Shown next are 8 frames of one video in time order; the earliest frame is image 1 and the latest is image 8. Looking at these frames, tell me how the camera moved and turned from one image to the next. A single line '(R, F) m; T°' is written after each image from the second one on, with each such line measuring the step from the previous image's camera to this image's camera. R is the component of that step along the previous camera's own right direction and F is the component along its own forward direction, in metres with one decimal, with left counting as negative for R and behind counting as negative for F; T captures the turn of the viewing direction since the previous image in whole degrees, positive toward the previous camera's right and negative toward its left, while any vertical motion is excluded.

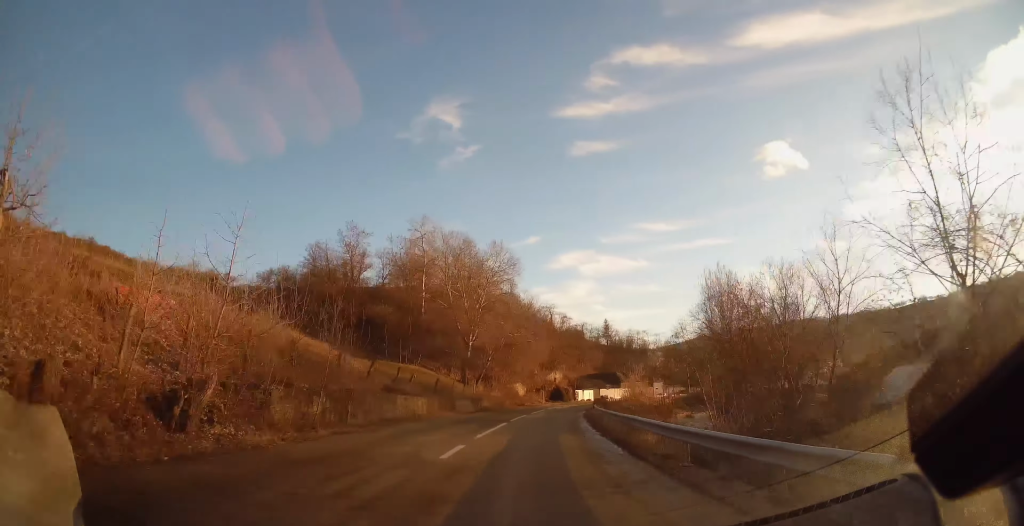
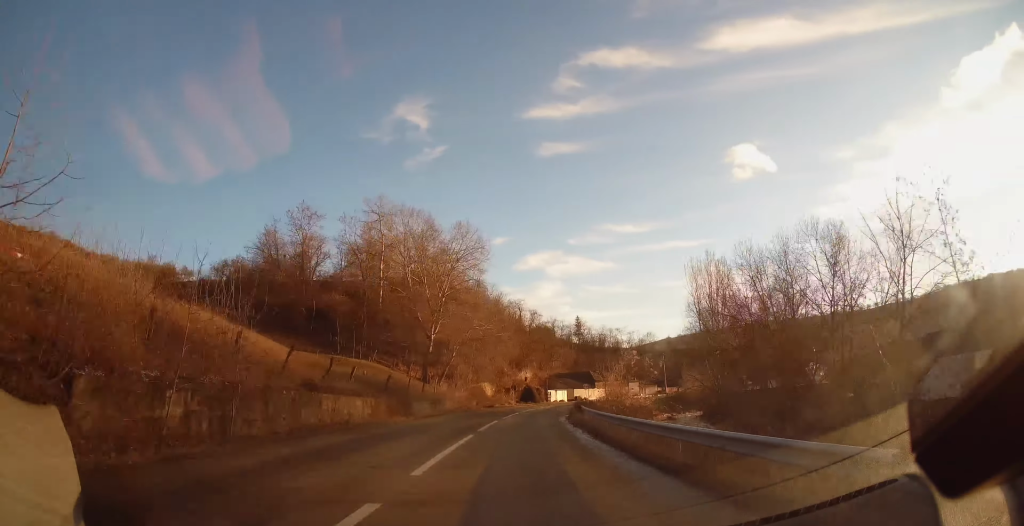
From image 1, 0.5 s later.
(+0.1, +7.7) m; +3°
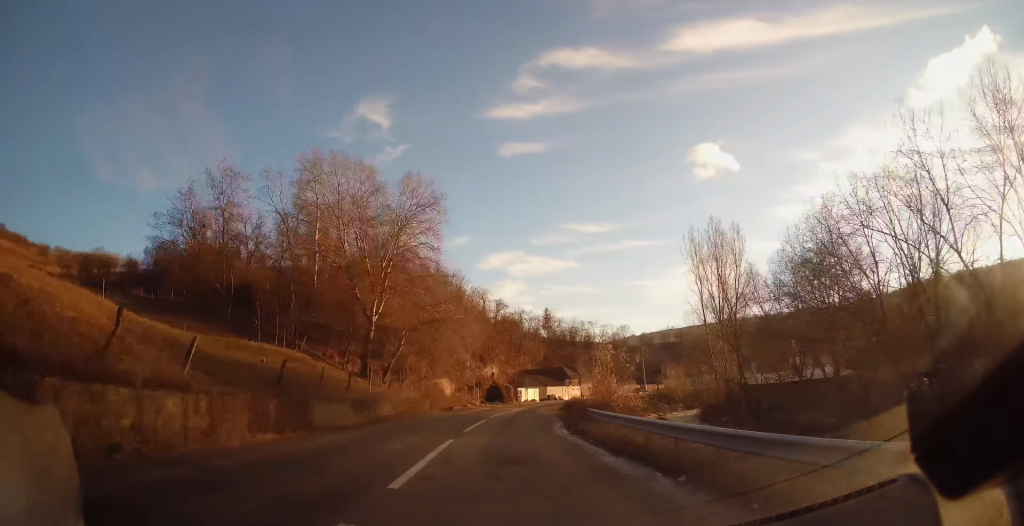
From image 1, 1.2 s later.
(+0.6, +12.7) m; +3°
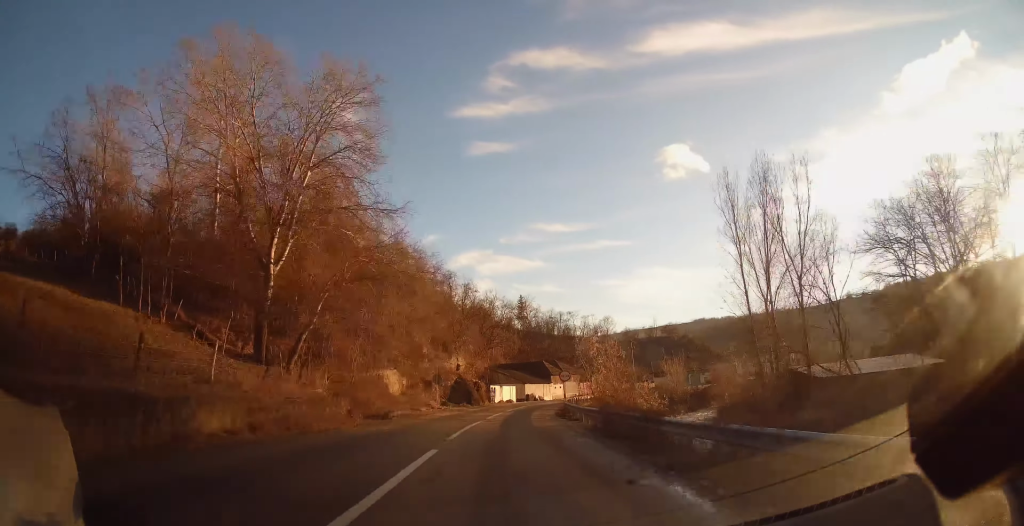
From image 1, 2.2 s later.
(+0.4, +16.0) m; +3°
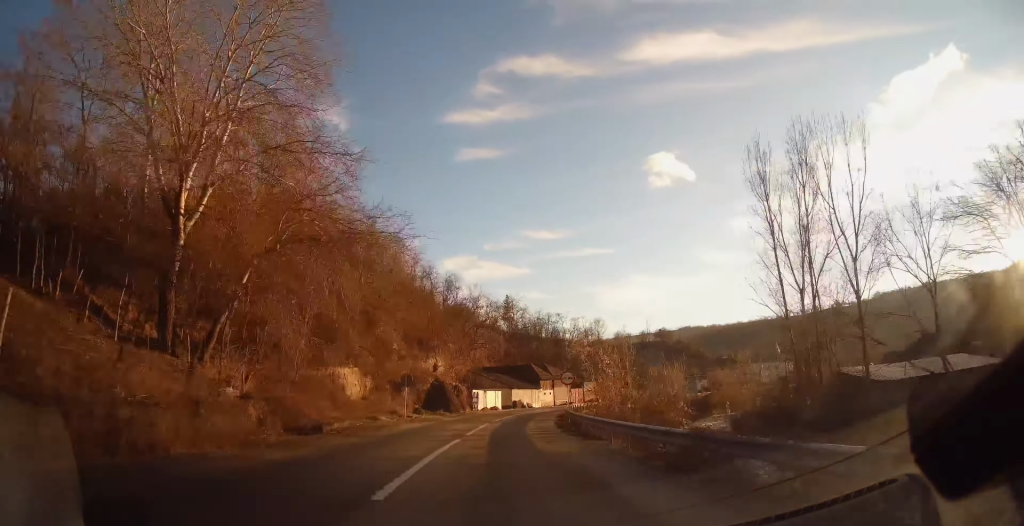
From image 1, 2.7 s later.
(+0.1, +7.8) m; +2°
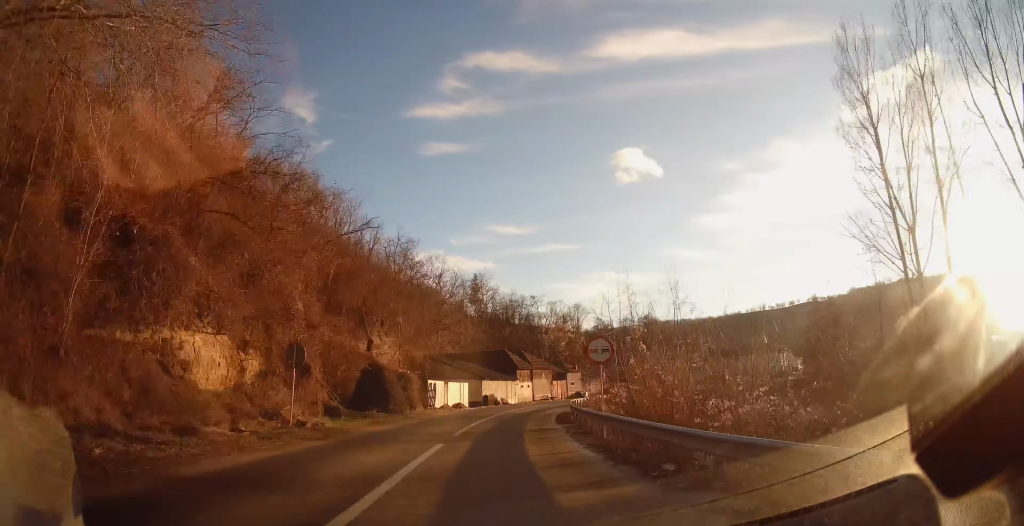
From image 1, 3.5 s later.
(+0.3, +14.4) m; +4°
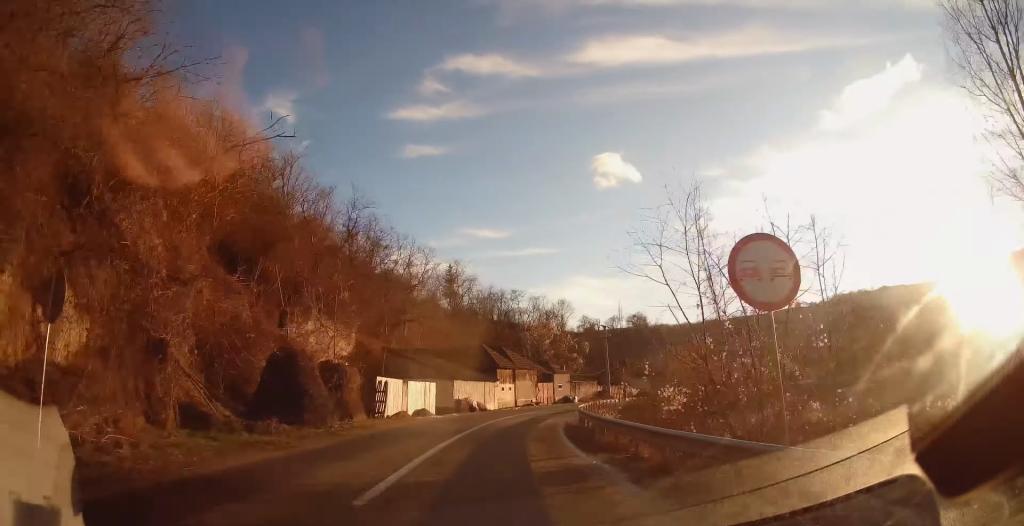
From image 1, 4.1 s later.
(+0.3, +9.8) m; +3°
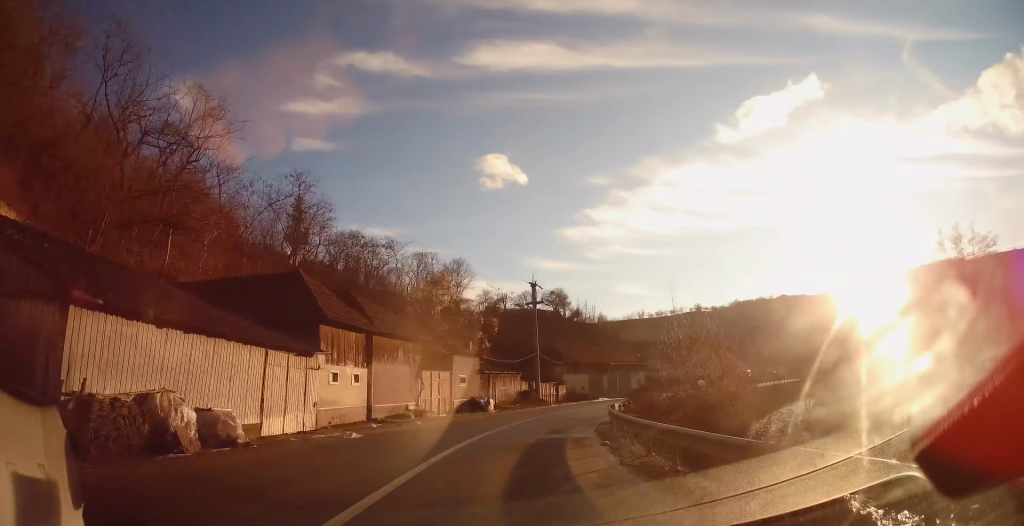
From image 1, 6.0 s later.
(+3.6, +30.0) m; +15°
